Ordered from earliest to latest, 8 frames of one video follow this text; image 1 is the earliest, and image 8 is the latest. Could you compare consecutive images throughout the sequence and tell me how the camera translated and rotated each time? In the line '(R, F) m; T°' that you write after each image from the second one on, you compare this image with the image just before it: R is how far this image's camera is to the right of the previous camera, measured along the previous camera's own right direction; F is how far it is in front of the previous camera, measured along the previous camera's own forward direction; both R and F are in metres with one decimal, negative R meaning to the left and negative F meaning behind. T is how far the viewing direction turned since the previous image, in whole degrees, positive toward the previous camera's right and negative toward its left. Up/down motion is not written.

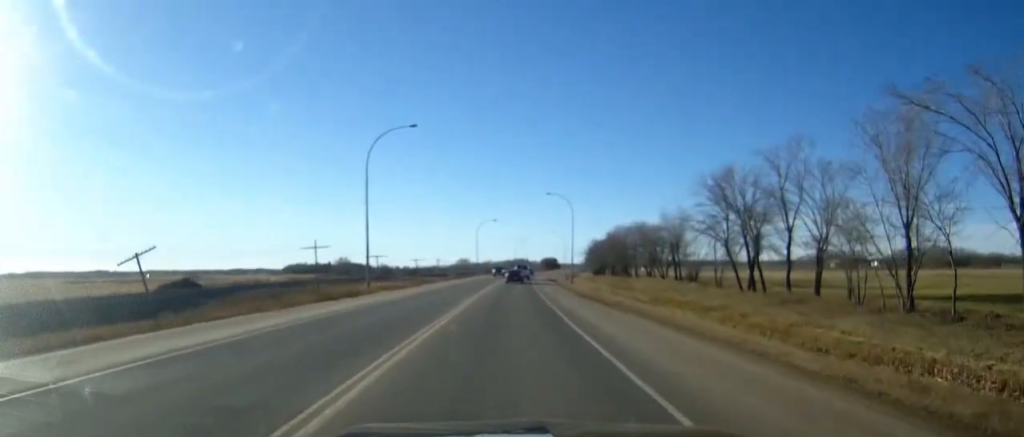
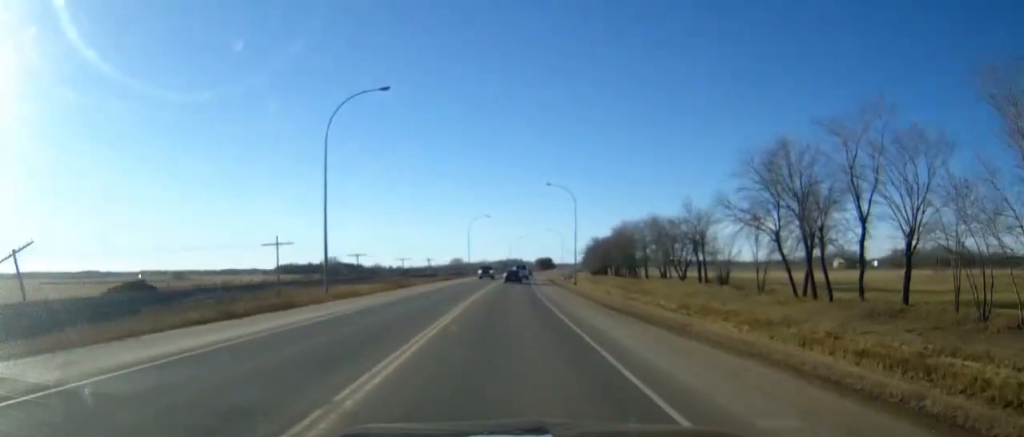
(+0.1, +11.7) m; +1°
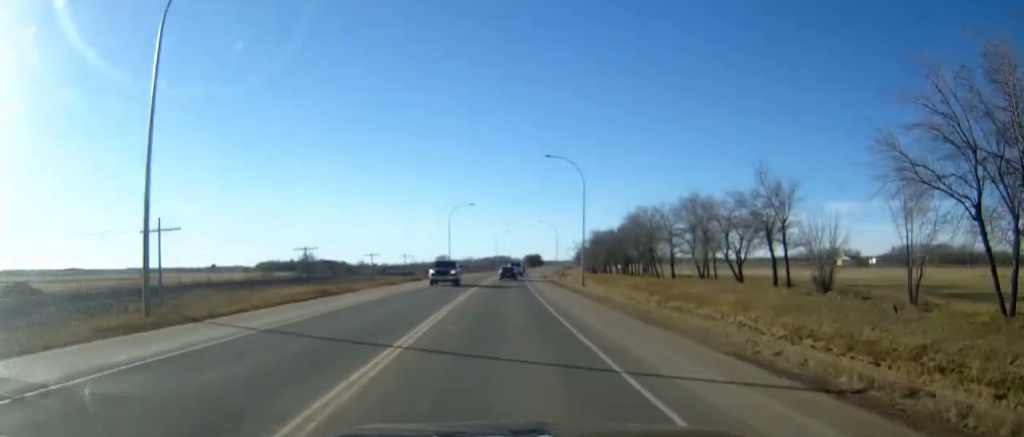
(+0.2, +22.0) m; +1°
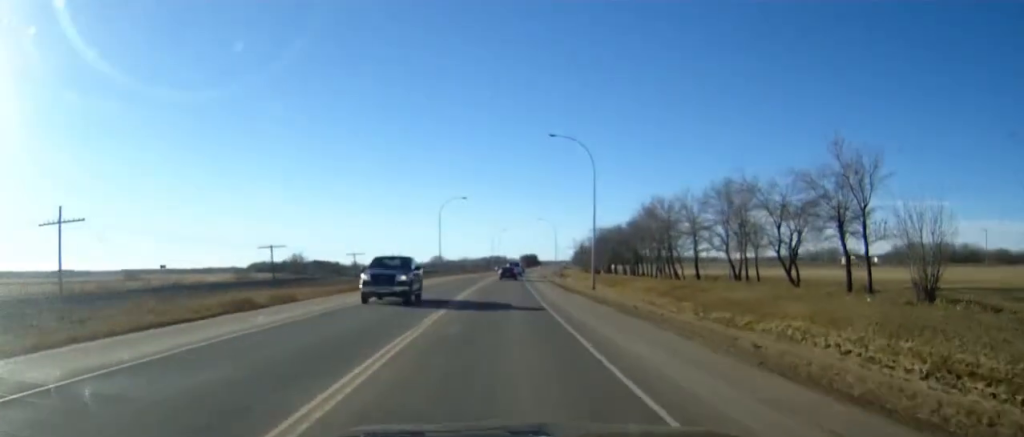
(0.0, +11.3) m; +1°
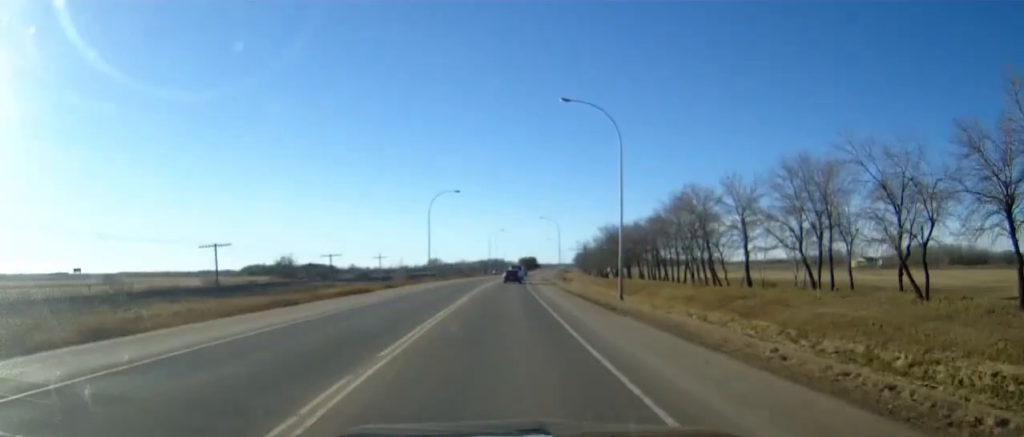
(0.0, +14.7) m; +1°
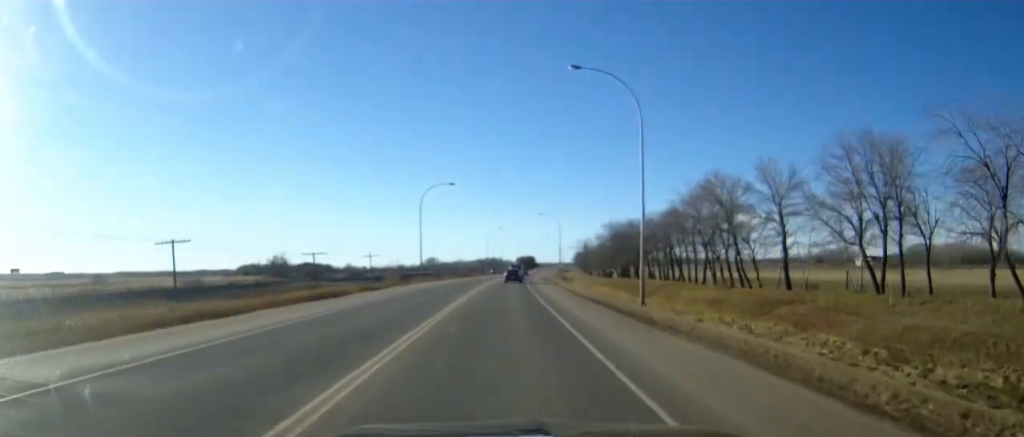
(0.0, +7.9) m; 0°
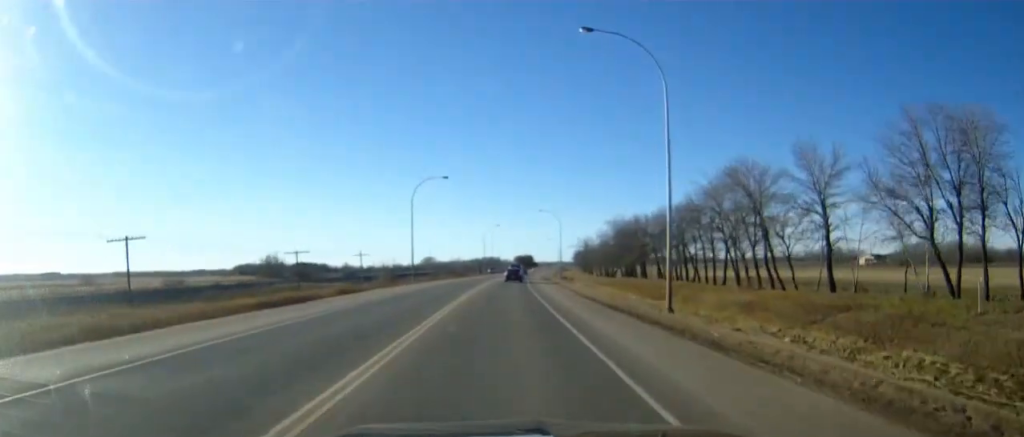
(0.0, +6.7) m; 0°
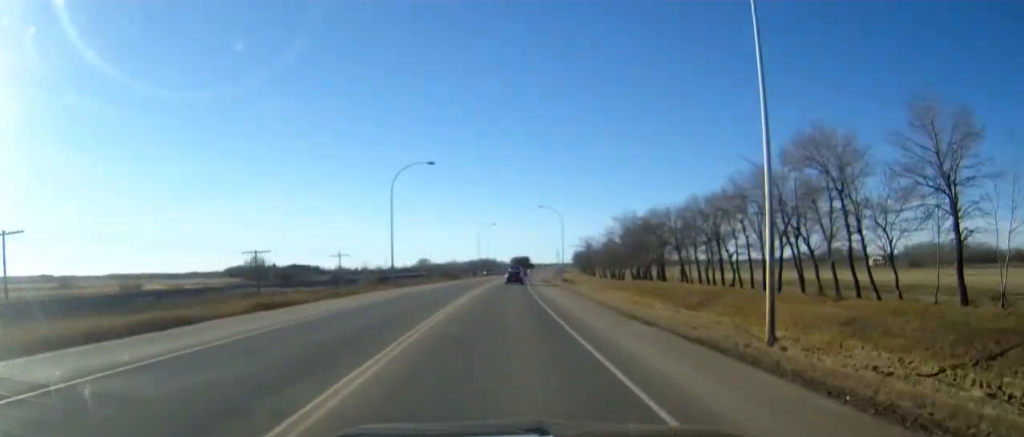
(0.0, +12.9) m; 0°
